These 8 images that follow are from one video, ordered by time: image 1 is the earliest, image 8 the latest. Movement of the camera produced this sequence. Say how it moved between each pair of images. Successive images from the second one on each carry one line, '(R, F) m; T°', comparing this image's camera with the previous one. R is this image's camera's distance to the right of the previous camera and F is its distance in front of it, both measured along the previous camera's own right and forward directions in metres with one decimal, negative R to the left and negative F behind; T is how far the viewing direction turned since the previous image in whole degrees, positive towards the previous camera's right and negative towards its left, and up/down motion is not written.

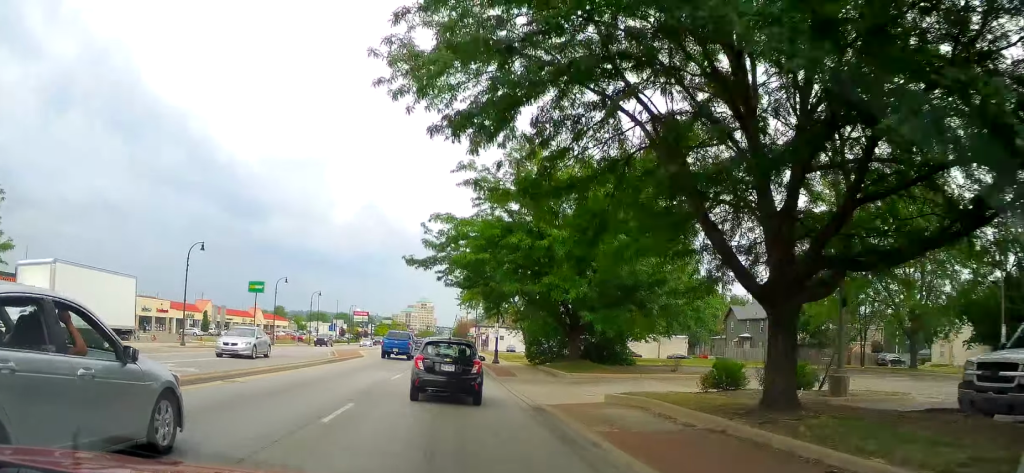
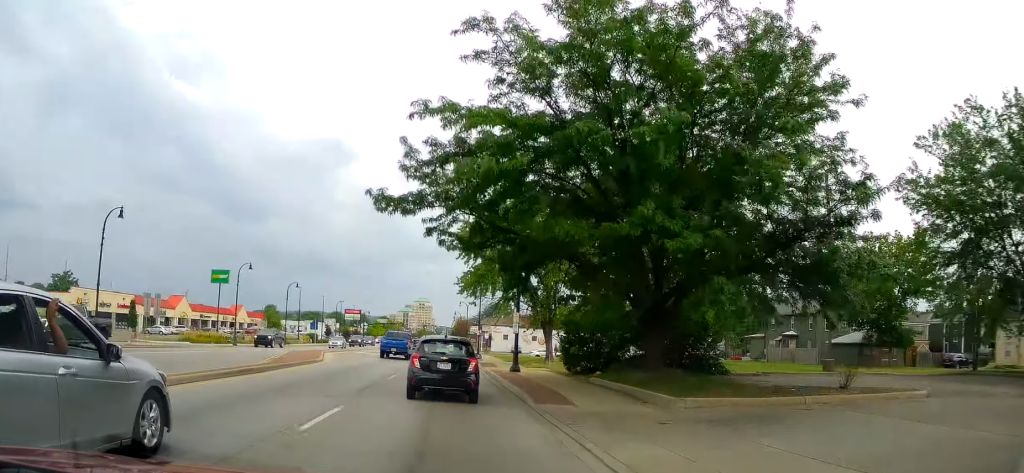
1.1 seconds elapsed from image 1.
(-0.1, +13.8) m; -1°
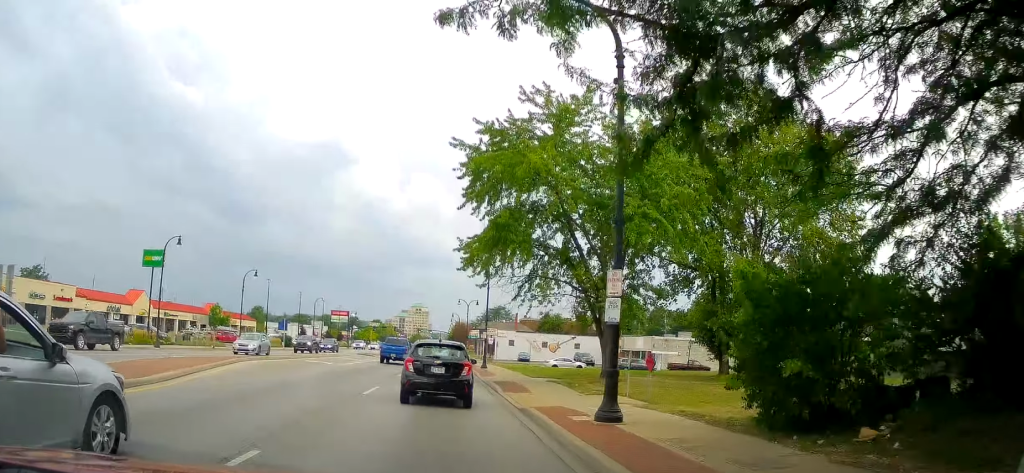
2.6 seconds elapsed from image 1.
(-0.1, +17.9) m; -1°
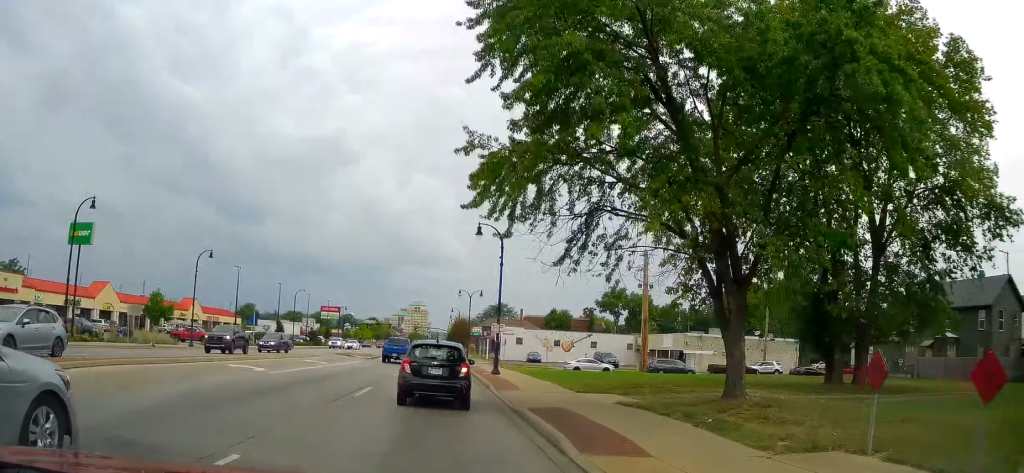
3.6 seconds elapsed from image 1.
(-0.2, +13.1) m; -1°
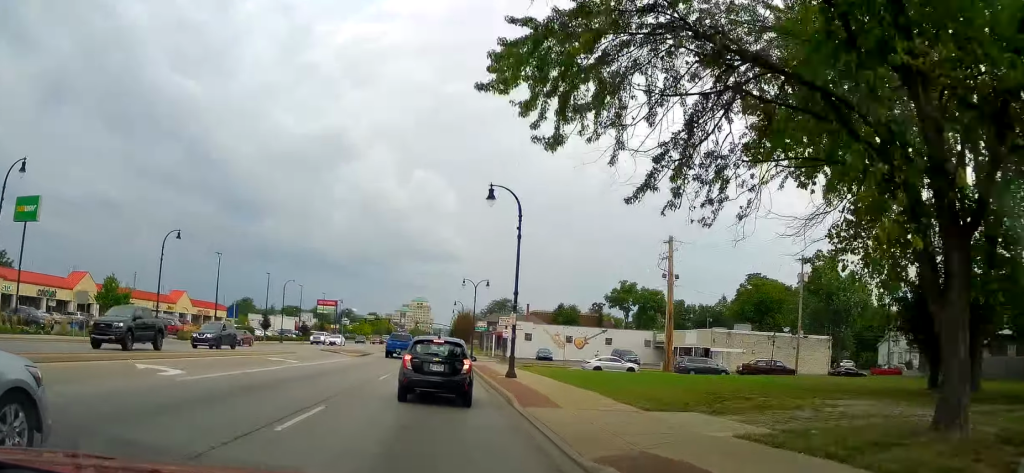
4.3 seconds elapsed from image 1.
(-0.1, +7.6) m; 0°
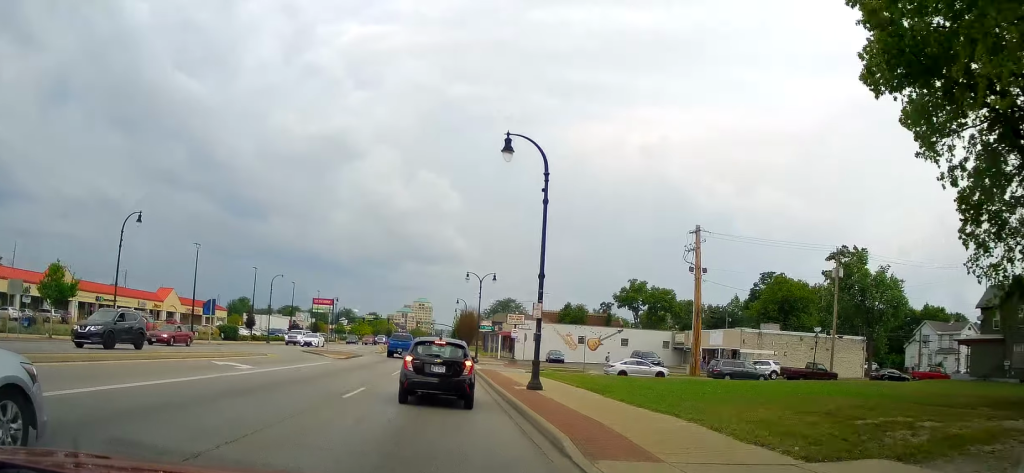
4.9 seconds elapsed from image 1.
(+0.3, +7.2) m; 0°
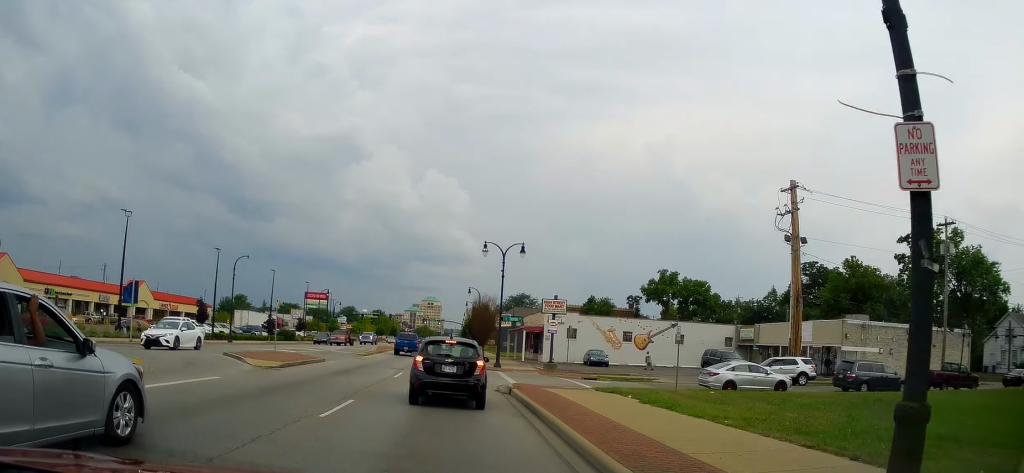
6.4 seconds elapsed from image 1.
(0.0, +17.3) m; +2°
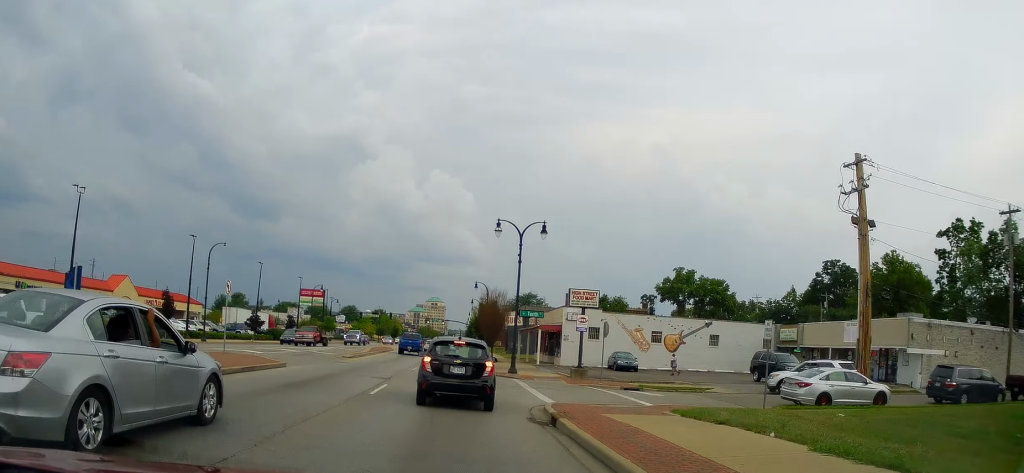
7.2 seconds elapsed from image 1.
(+0.4, +8.3) m; 0°
